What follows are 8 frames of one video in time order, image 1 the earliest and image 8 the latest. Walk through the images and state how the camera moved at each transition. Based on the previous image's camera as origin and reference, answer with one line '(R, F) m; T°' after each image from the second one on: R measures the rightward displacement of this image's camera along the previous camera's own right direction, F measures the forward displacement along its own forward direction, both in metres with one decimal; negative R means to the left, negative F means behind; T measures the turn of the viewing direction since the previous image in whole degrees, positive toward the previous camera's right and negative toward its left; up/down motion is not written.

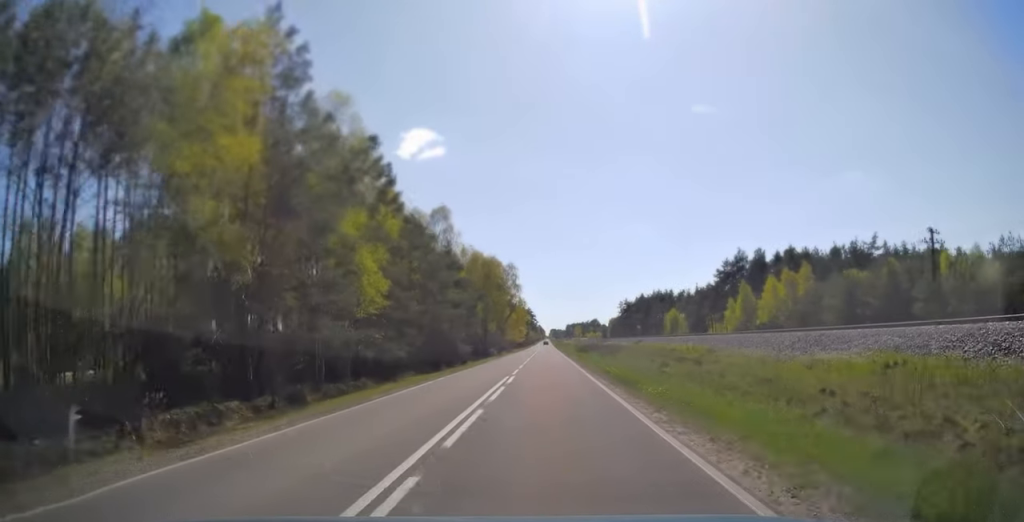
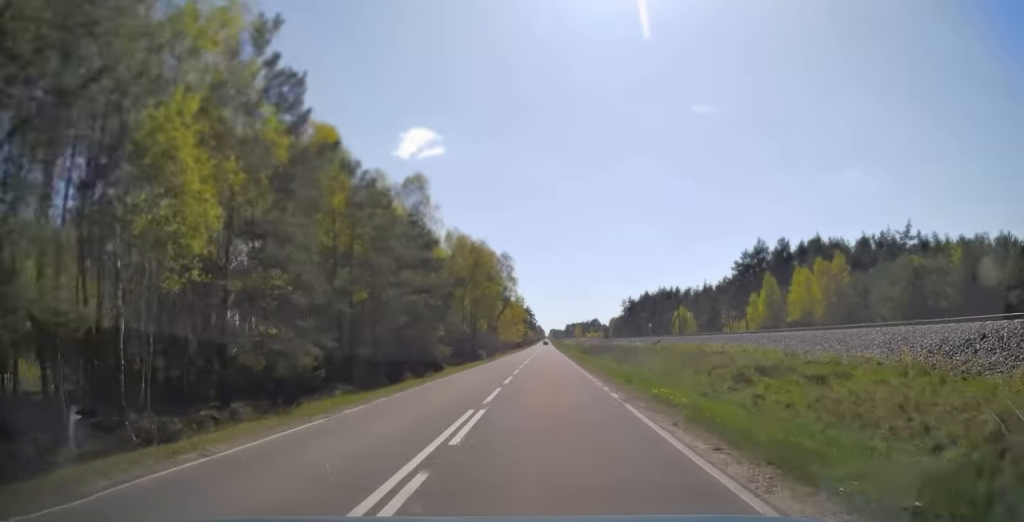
(0.0, +11.8) m; 0°
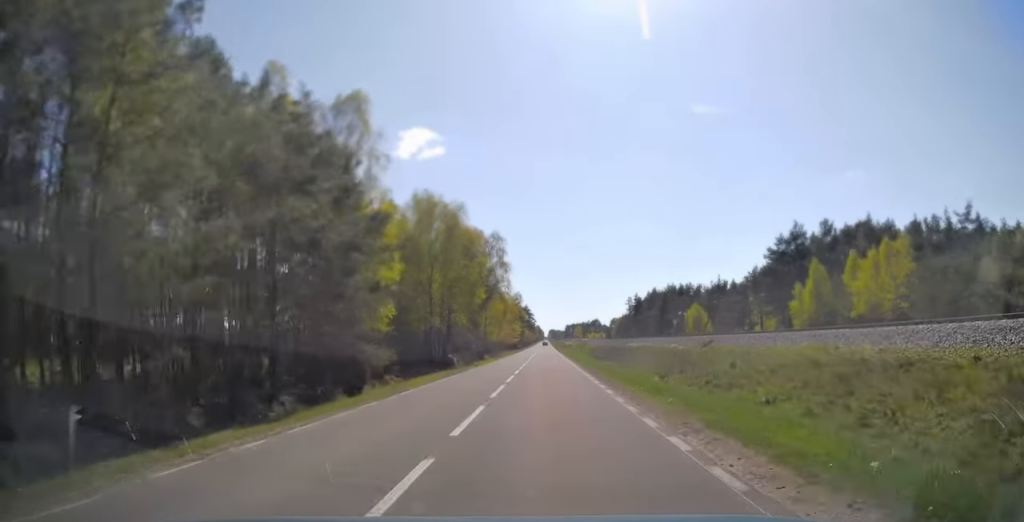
(+0.1, +16.7) m; 0°
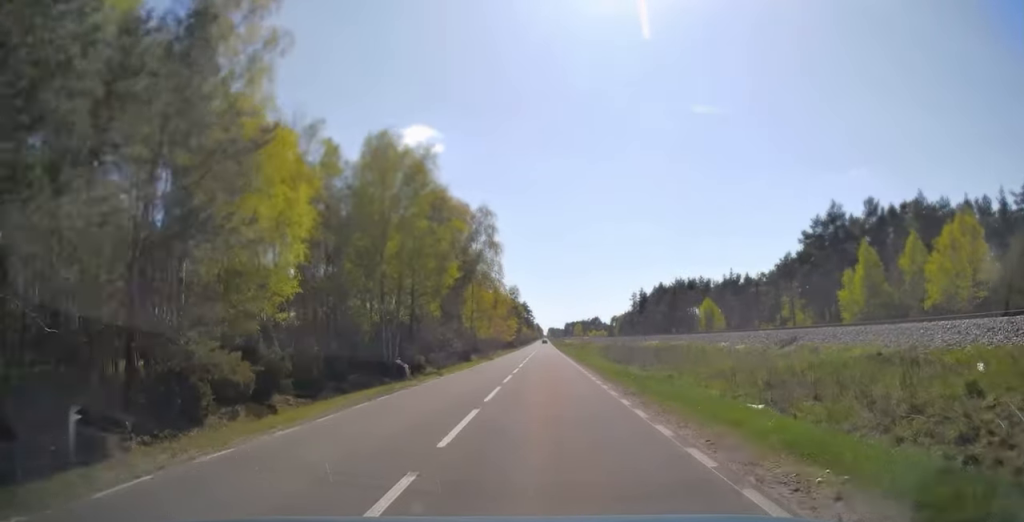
(0.0, +13.2) m; 0°
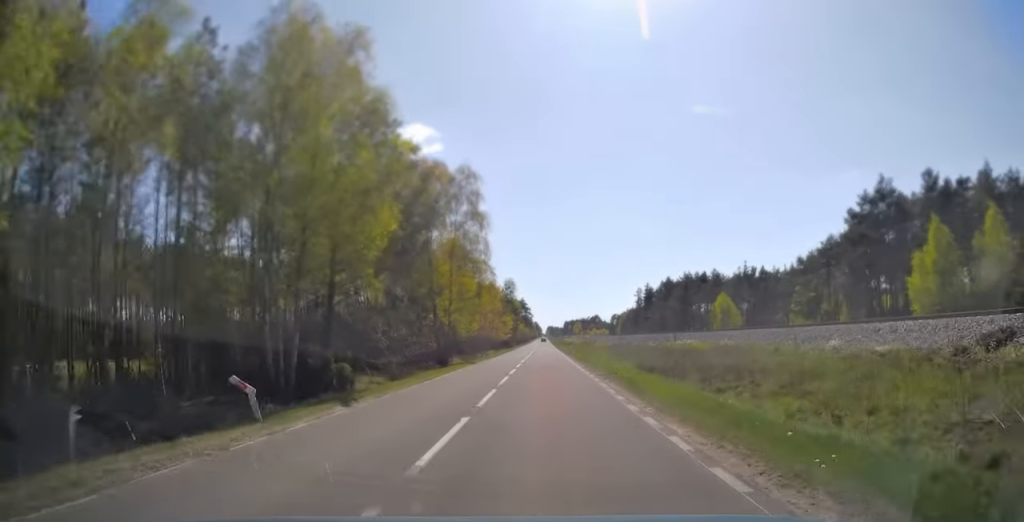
(0.0, +13.2) m; 0°
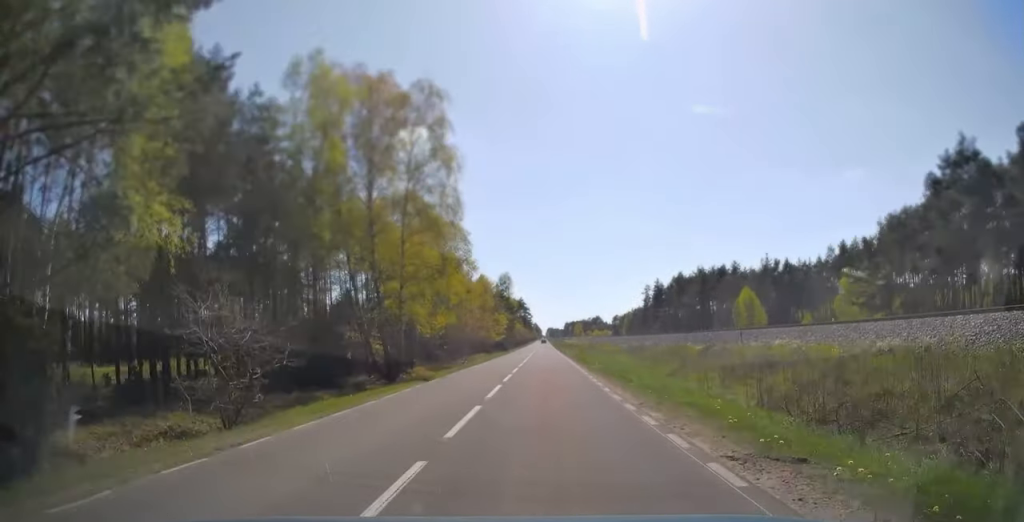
(0.0, +15.9) m; 0°
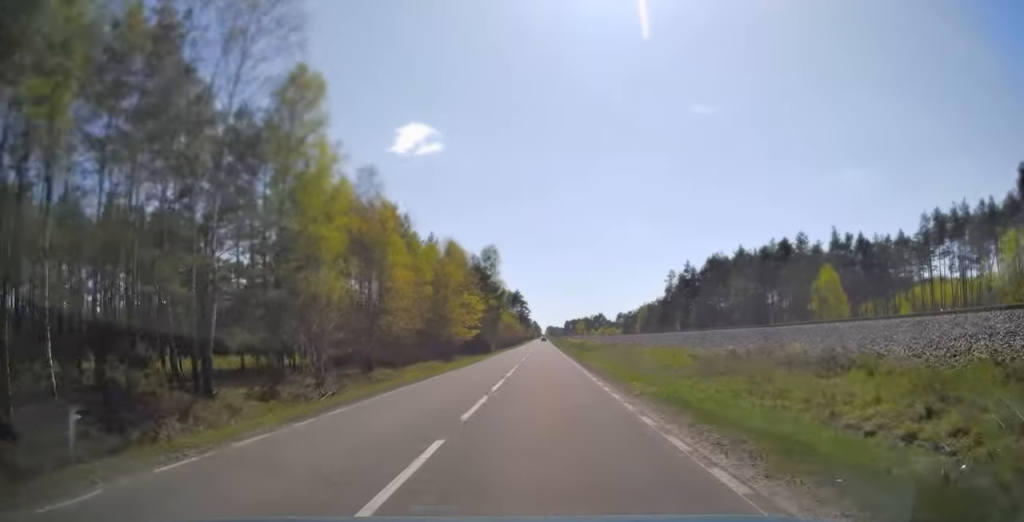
(-0.1, +34.5) m; 0°
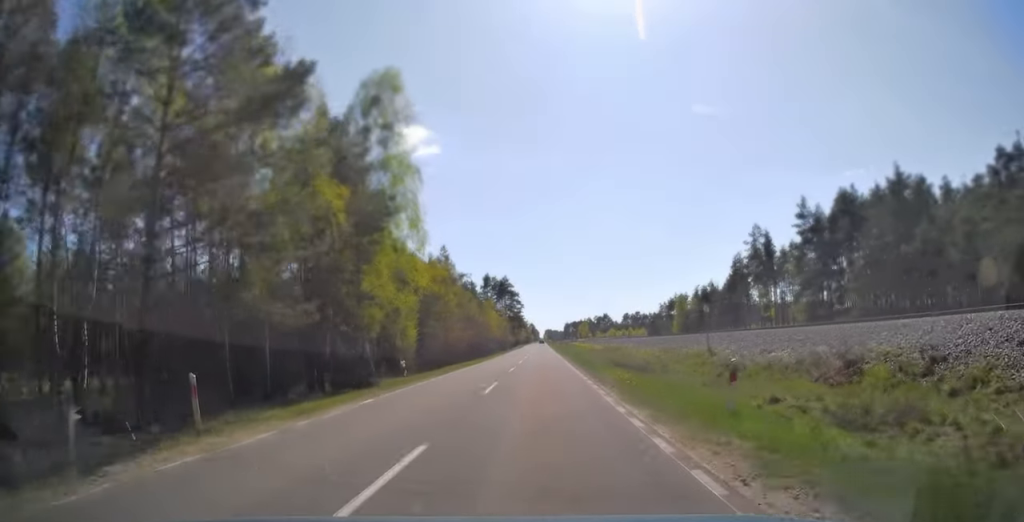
(+0.6, +60.3) m; +1°
